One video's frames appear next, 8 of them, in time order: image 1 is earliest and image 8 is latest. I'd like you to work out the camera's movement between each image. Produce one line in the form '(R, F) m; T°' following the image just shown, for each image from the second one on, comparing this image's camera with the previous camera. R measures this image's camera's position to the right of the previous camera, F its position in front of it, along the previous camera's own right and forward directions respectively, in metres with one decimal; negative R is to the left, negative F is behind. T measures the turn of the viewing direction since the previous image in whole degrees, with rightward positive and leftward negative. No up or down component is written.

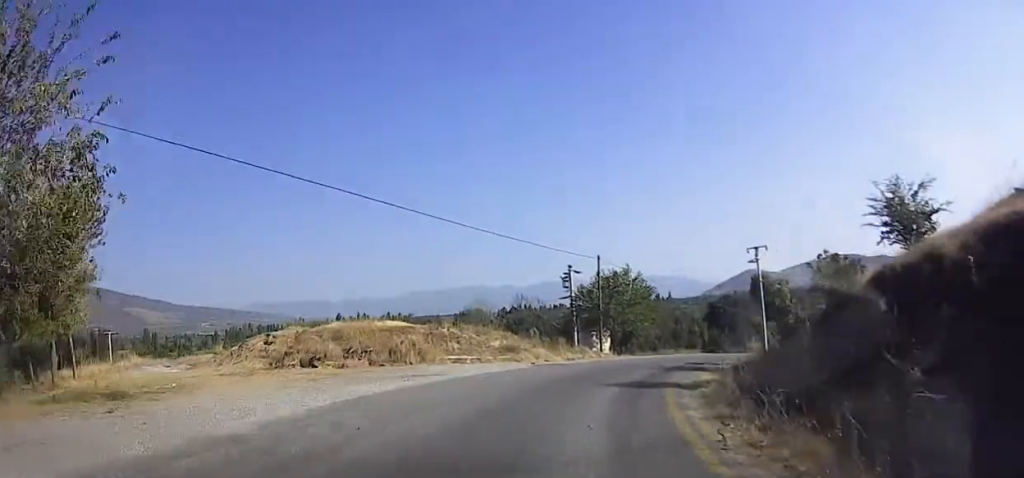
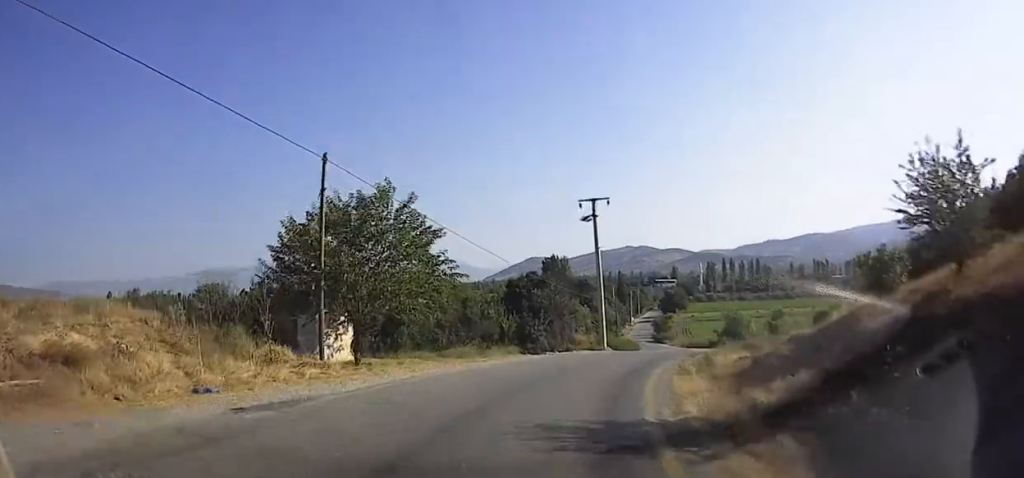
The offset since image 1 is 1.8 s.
(+2.7, +18.1) m; +17°
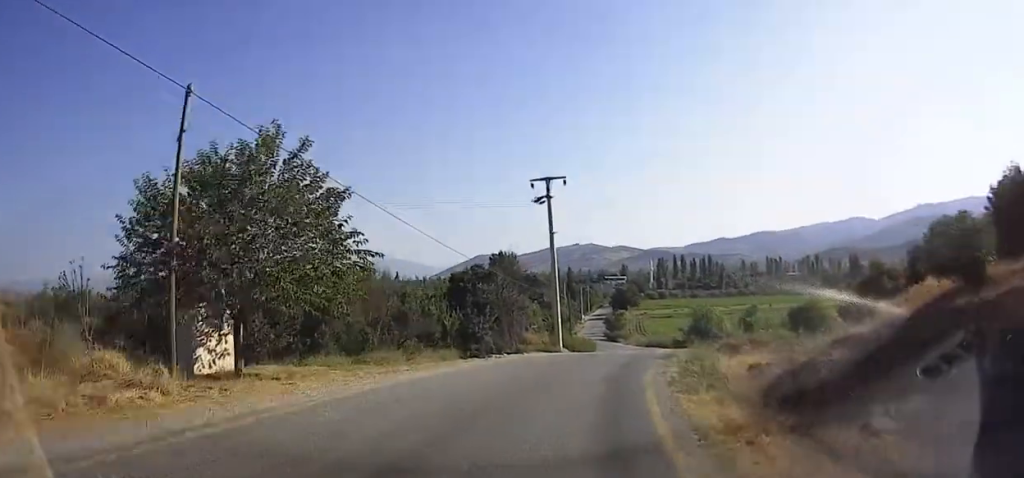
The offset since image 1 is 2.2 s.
(+0.4, +5.1) m; +4°
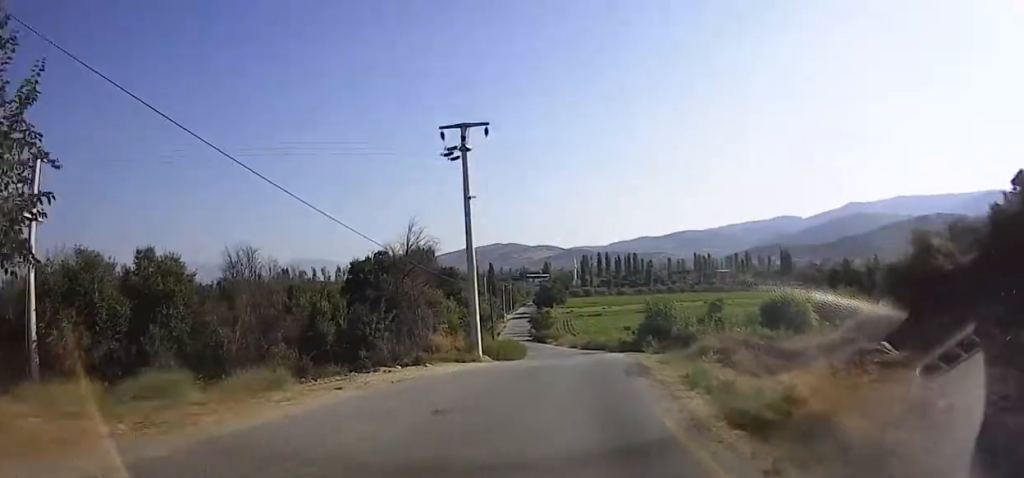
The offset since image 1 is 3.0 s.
(+0.1, +8.7) m; +8°
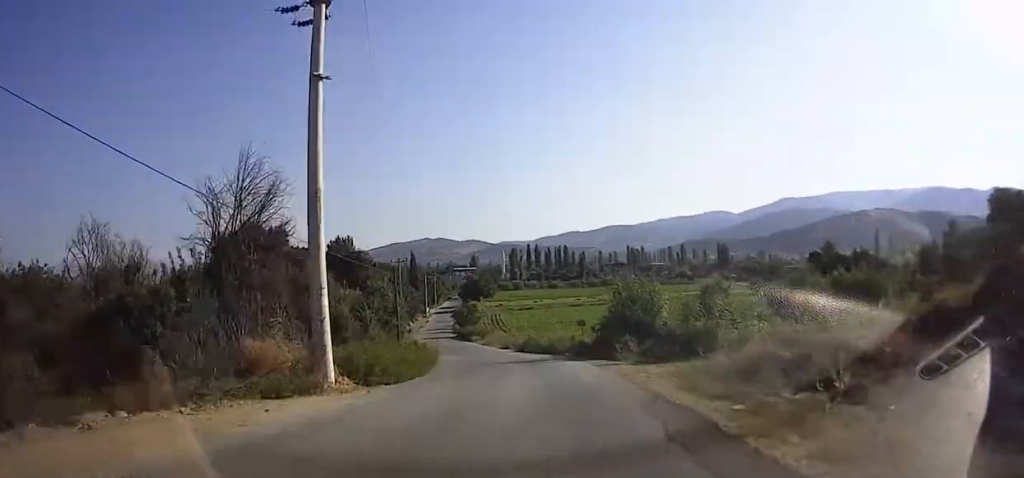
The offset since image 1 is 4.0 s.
(+1.3, +10.8) m; +9°
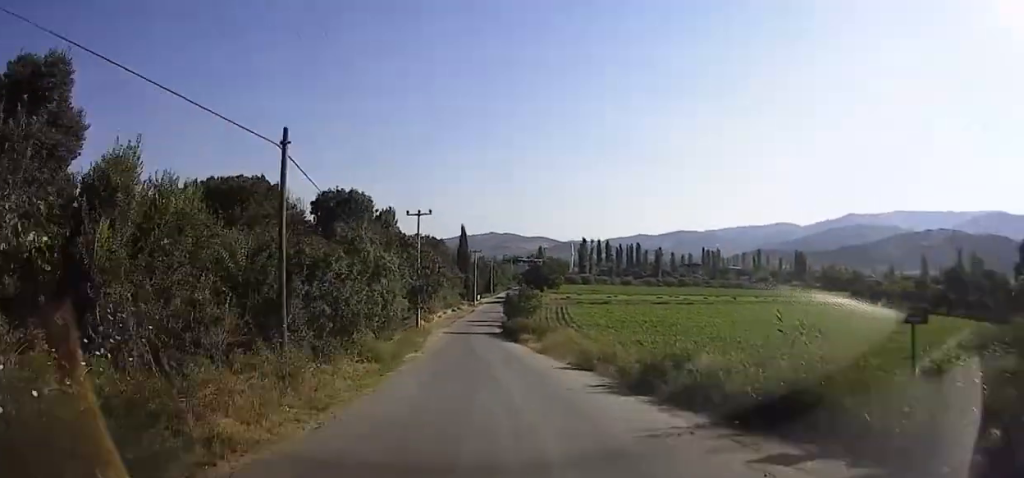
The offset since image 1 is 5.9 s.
(+1.7, +21.6) m; +7°
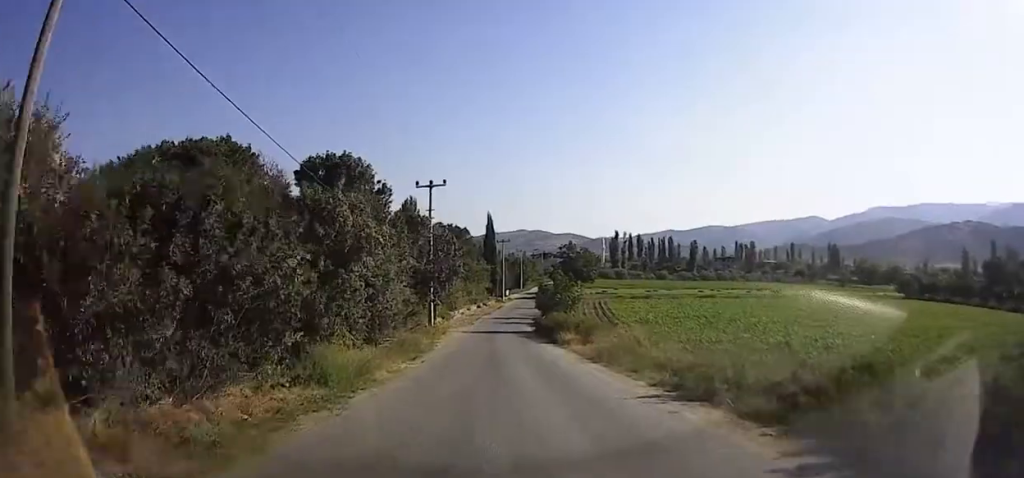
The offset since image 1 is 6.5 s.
(+0.2, +7.6) m; 0°
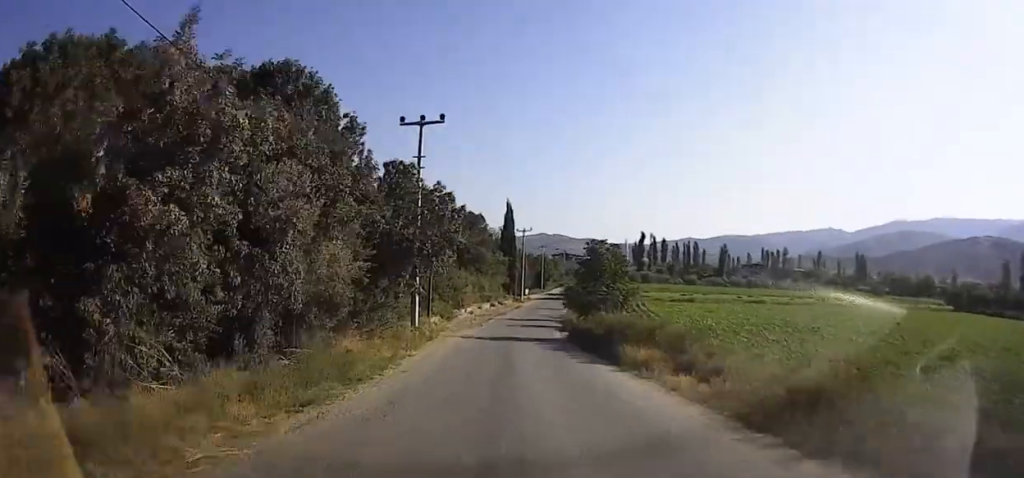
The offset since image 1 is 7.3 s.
(0.0, +11.0) m; -4°
